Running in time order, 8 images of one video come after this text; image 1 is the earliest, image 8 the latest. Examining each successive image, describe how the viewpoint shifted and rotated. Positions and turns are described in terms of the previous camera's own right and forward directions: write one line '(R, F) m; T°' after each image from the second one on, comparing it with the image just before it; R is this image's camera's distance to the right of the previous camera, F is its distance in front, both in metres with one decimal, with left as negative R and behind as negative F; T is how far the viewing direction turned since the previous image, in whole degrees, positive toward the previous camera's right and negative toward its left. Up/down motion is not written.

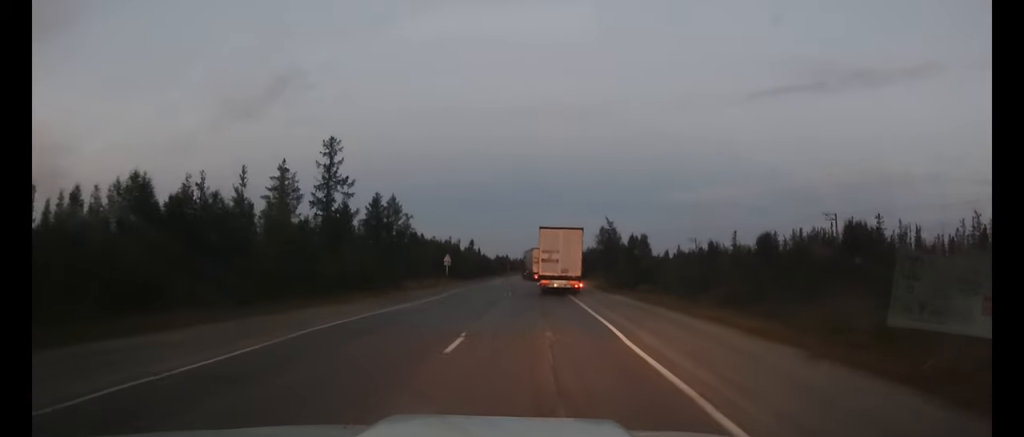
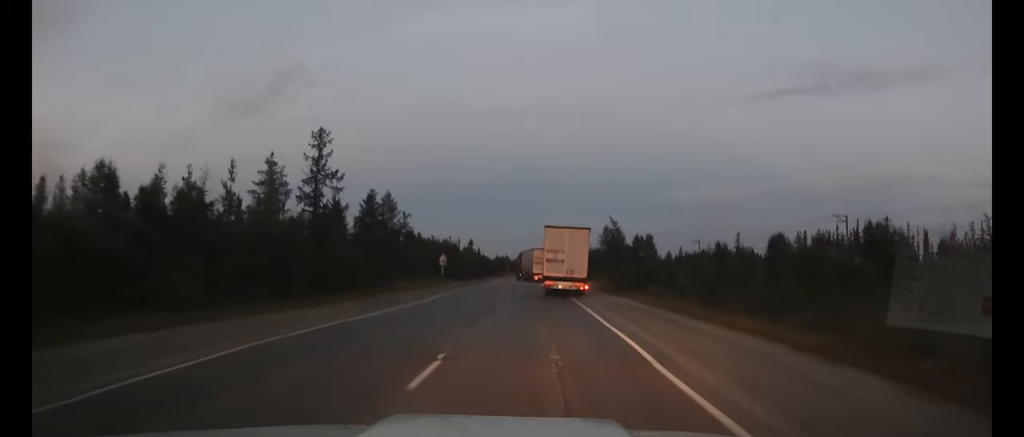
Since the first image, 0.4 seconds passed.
(0.0, +3.3) m; 0°
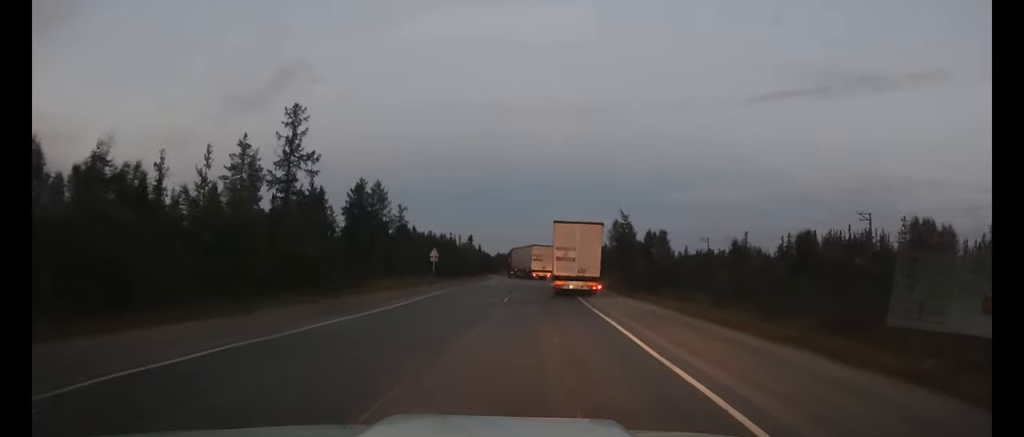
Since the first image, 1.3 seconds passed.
(0.0, +6.5) m; 0°
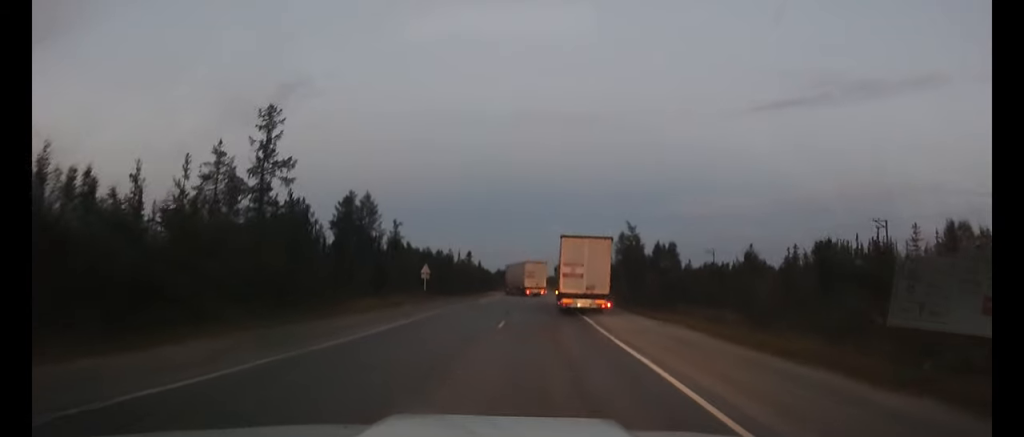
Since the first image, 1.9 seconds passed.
(0.0, +4.6) m; 0°
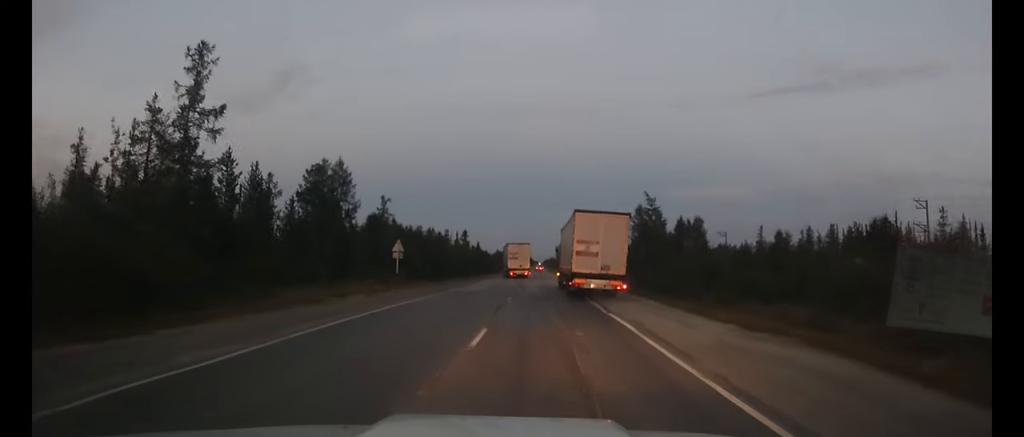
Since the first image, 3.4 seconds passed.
(0.0, +10.0) m; 0°
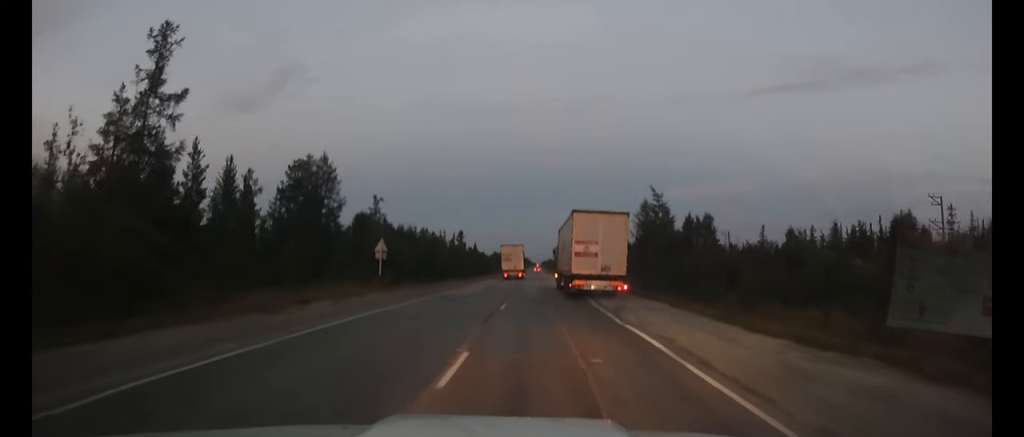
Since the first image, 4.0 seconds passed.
(0.0, +3.8) m; 0°
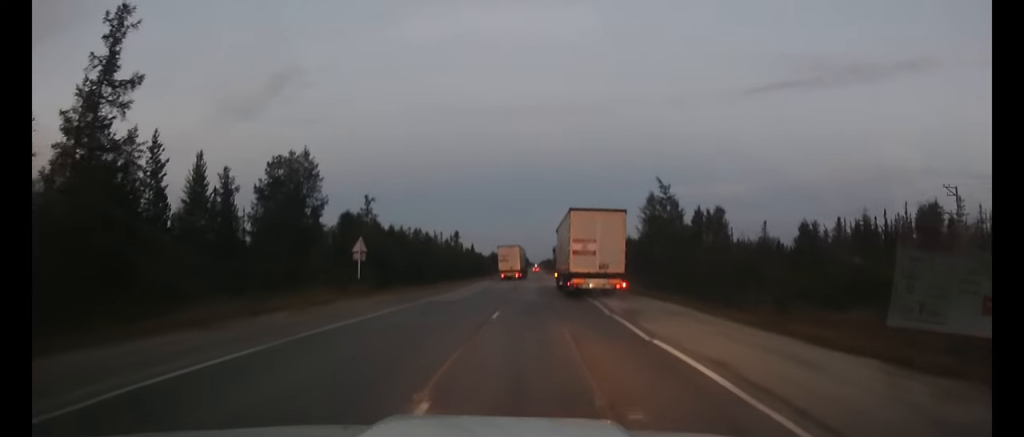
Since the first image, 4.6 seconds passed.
(0.0, +3.8) m; 0°
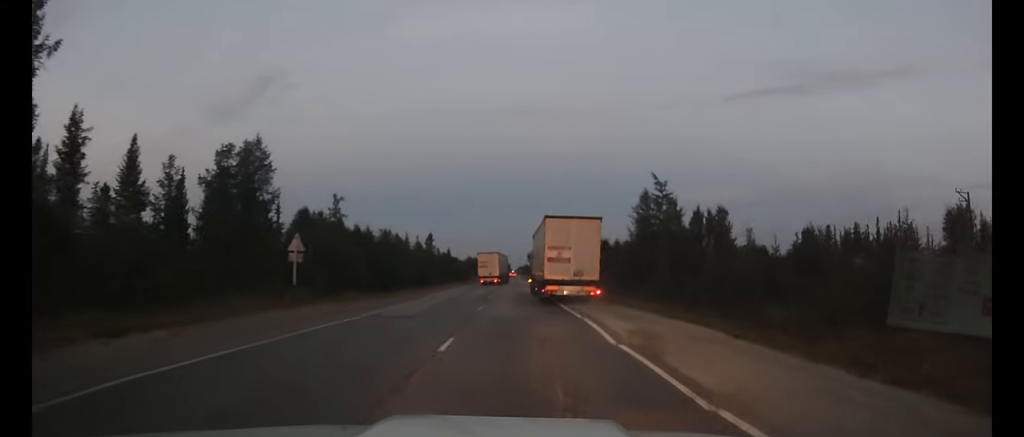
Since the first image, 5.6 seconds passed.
(0.0, +5.8) m; +1°
